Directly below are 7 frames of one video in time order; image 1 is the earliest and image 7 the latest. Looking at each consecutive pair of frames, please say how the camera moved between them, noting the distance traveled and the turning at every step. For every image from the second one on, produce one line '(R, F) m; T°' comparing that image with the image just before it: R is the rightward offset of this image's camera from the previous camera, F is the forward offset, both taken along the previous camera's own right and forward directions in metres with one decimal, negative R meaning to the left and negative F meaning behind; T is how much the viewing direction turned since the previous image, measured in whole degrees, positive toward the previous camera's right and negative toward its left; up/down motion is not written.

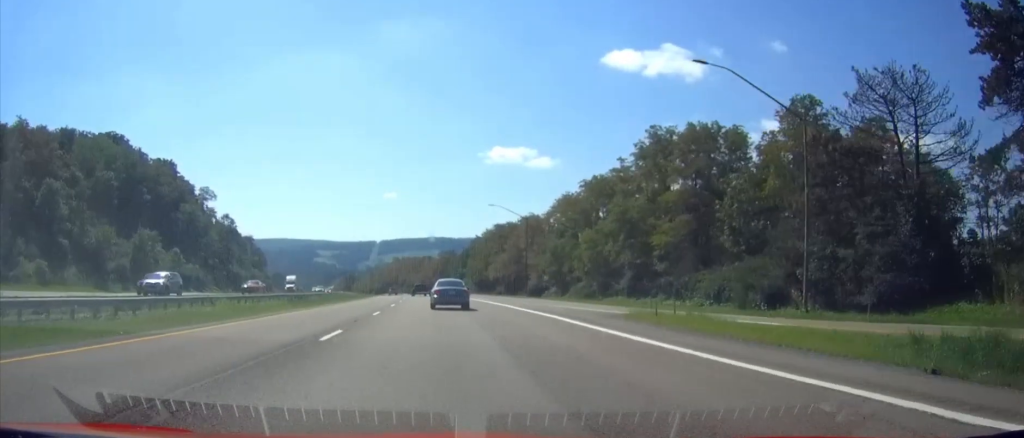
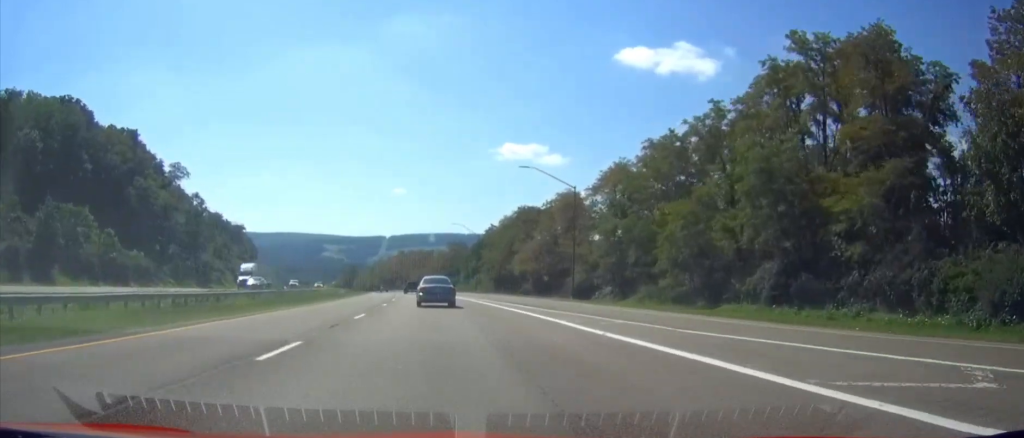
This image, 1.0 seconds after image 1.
(0.0, +30.4) m; 0°
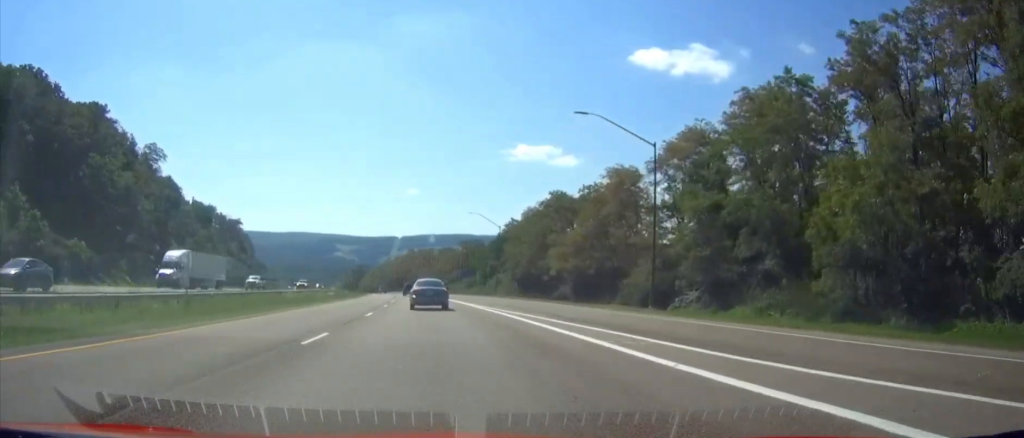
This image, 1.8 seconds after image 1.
(0.0, +23.6) m; 0°
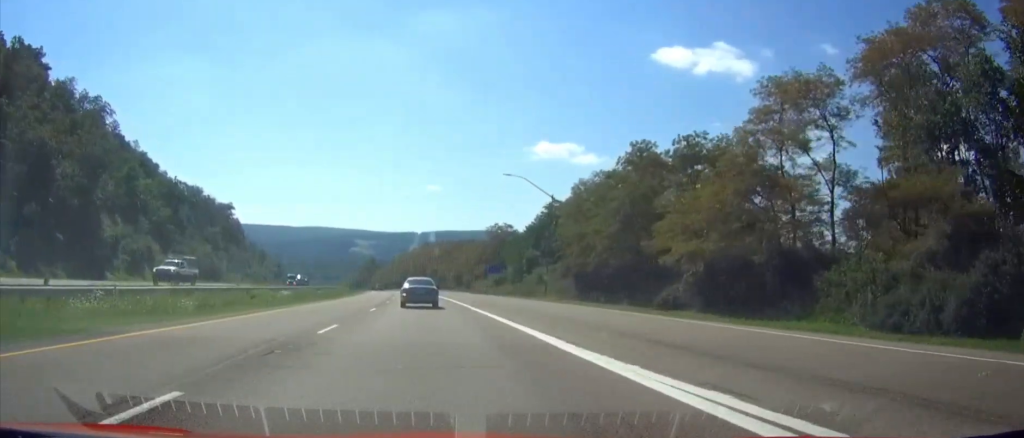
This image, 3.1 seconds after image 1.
(0.0, +36.6) m; 0°
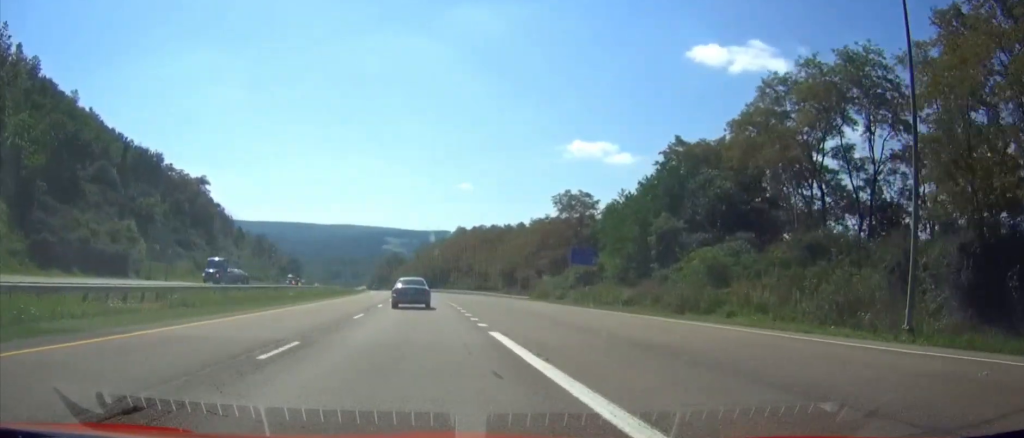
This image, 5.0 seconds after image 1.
(0.0, +58.7) m; 0°
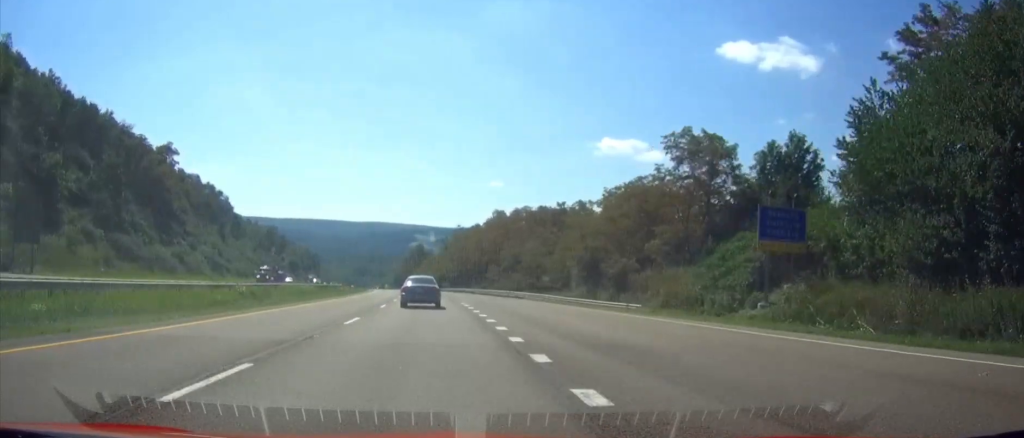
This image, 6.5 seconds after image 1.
(0.0, +43.0) m; 0°
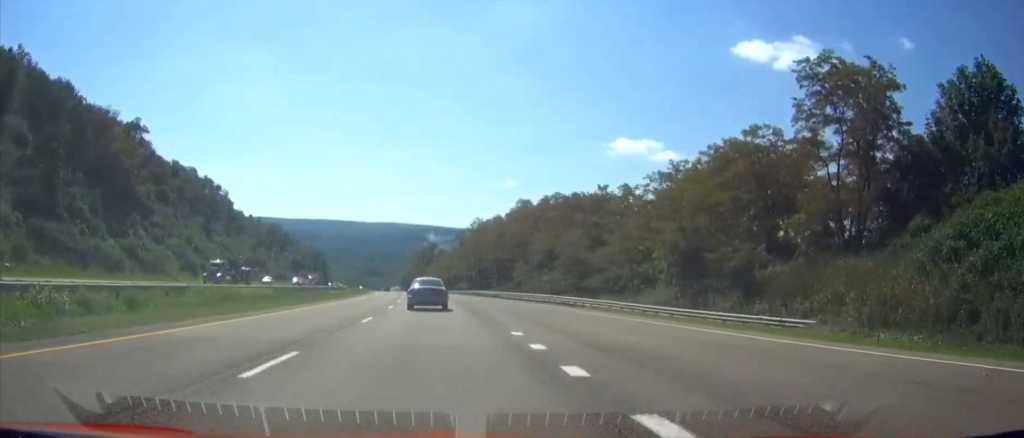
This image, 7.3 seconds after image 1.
(0.0, +24.1) m; 0°
